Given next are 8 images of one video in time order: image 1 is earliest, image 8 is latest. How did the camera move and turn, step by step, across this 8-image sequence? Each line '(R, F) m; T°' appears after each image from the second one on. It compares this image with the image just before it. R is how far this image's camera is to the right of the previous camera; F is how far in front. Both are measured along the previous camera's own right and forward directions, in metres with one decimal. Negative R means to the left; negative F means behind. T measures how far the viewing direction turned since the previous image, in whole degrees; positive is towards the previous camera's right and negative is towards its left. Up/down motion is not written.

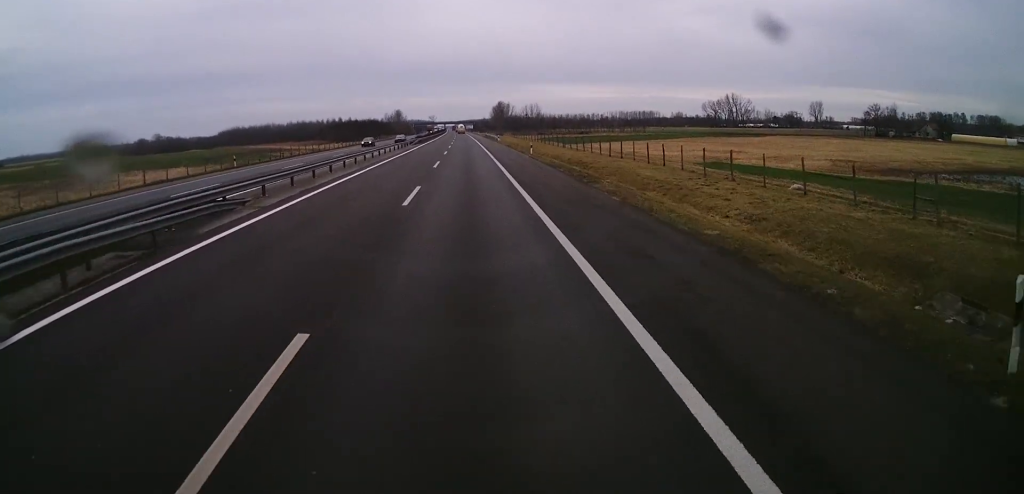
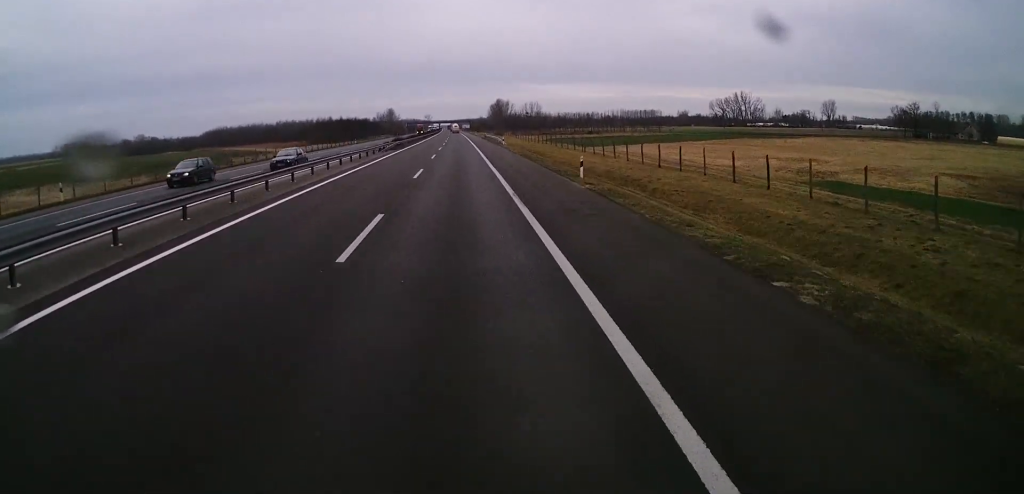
(0.0, +26.3) m; 0°
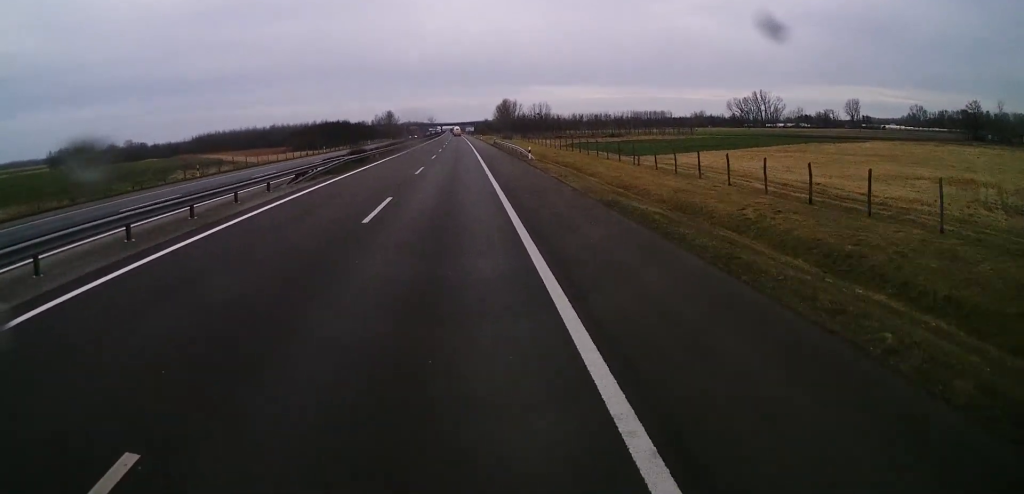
(-0.2, +30.9) m; -1°
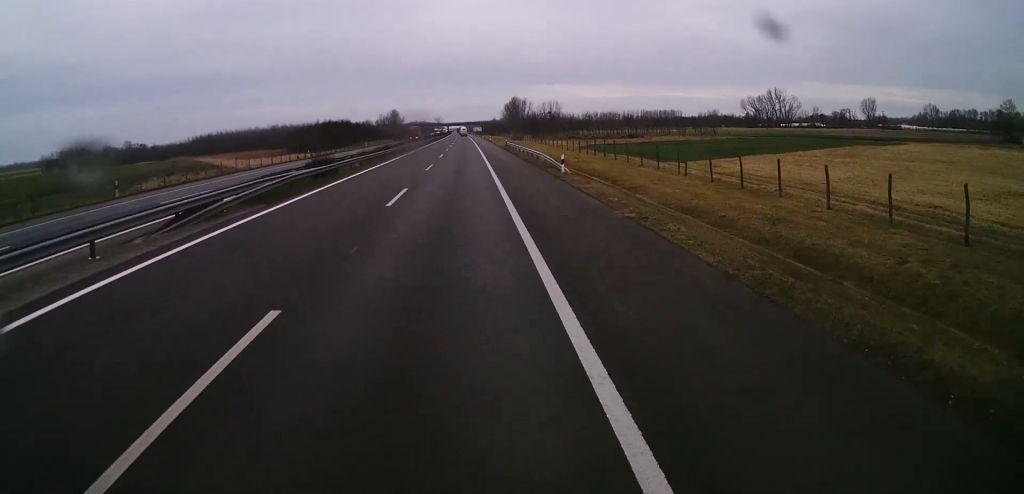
(-0.1, +13.9) m; 0°
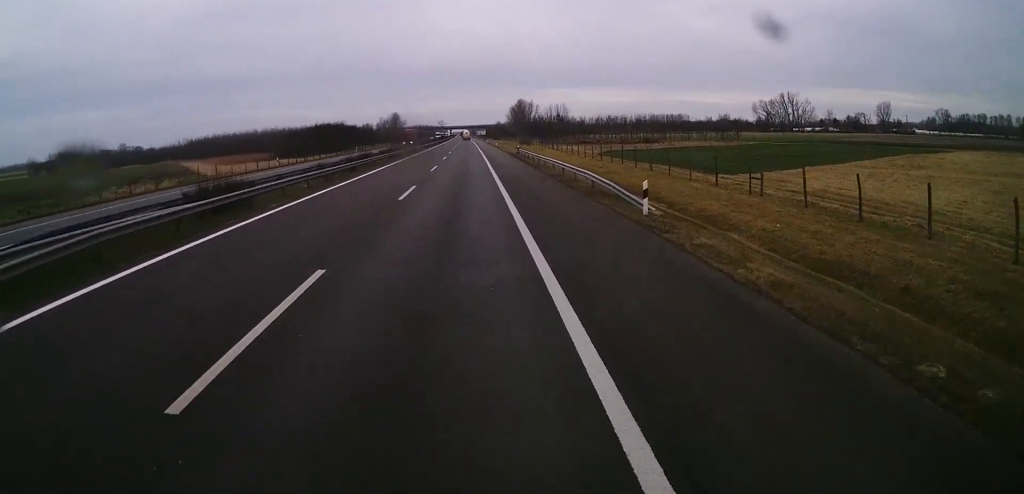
(+0.1, +15.4) m; +1°
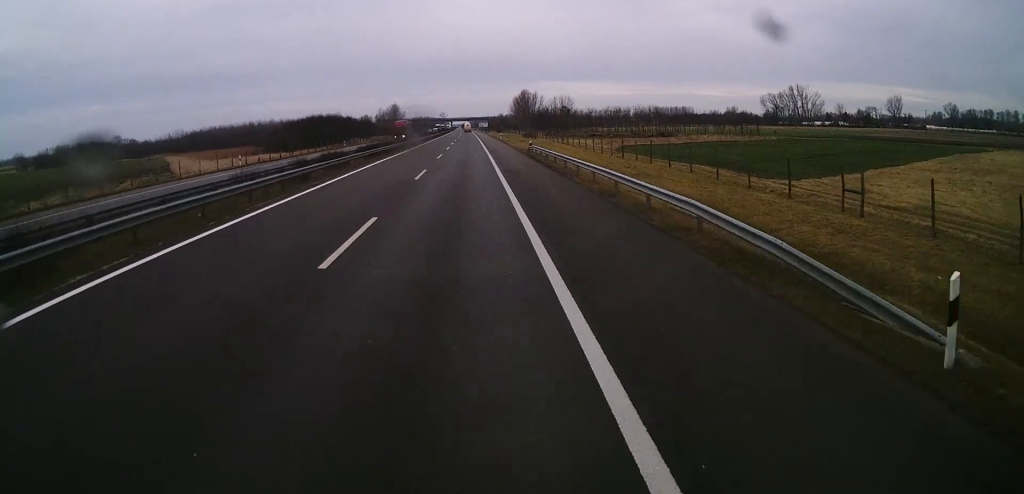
(0.0, +12.3) m; 0°
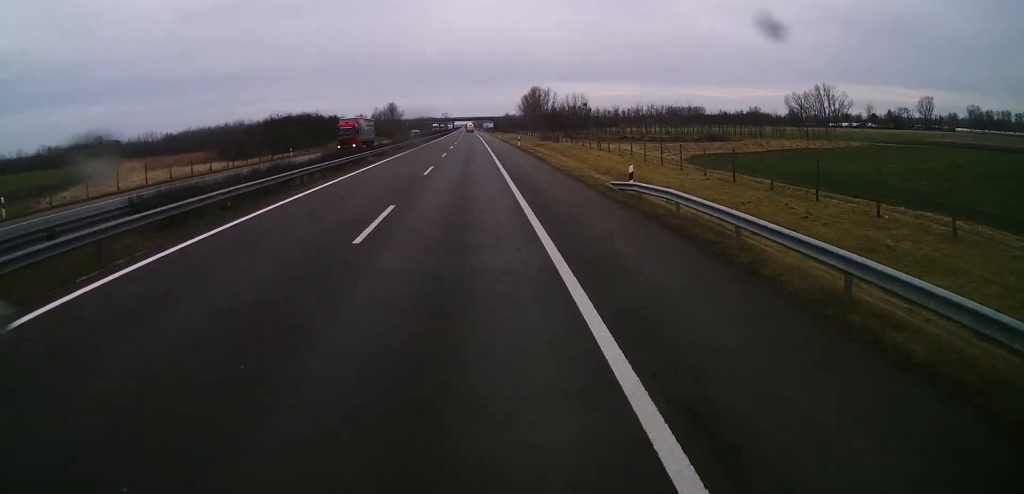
(+0.3, +33.9) m; 0°
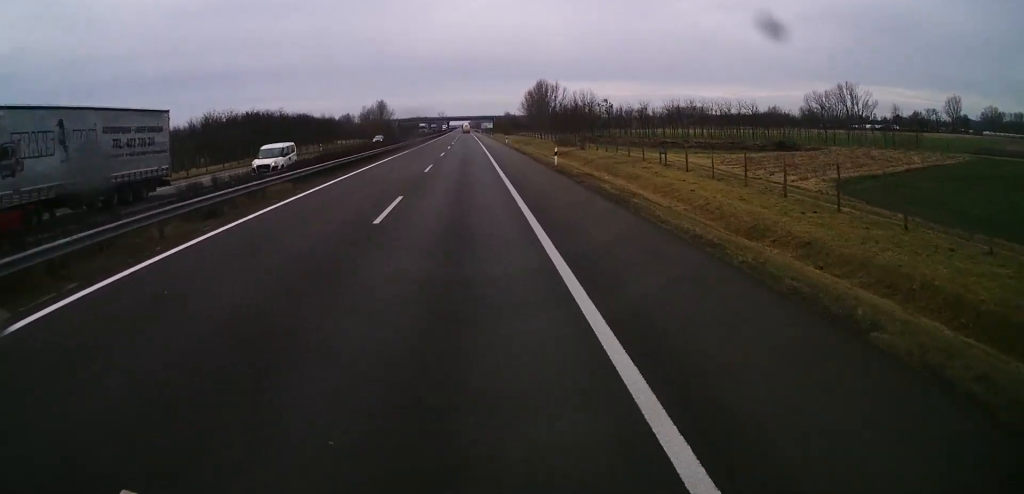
(-0.6, +33.1) m; 0°
